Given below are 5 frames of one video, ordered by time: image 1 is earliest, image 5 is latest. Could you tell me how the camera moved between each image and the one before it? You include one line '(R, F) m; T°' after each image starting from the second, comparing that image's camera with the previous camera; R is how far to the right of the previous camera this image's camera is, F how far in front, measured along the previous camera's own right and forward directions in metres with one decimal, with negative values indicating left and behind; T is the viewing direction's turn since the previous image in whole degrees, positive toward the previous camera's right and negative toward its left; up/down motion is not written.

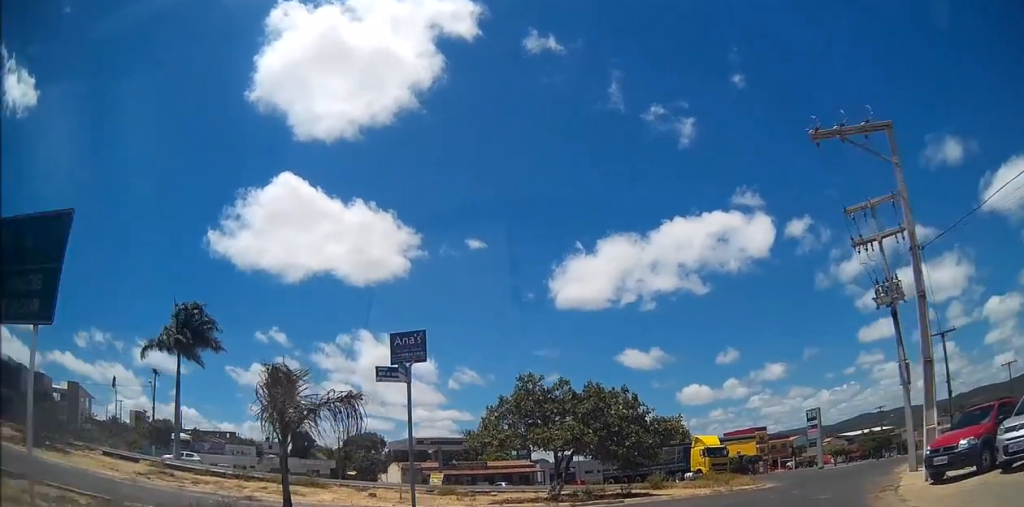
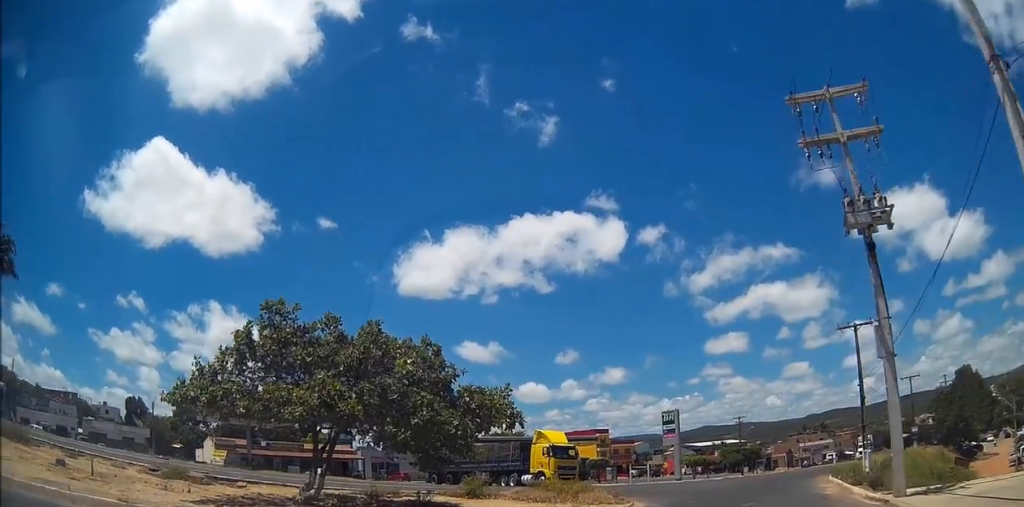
(+1.4, +9.2) m; +15°
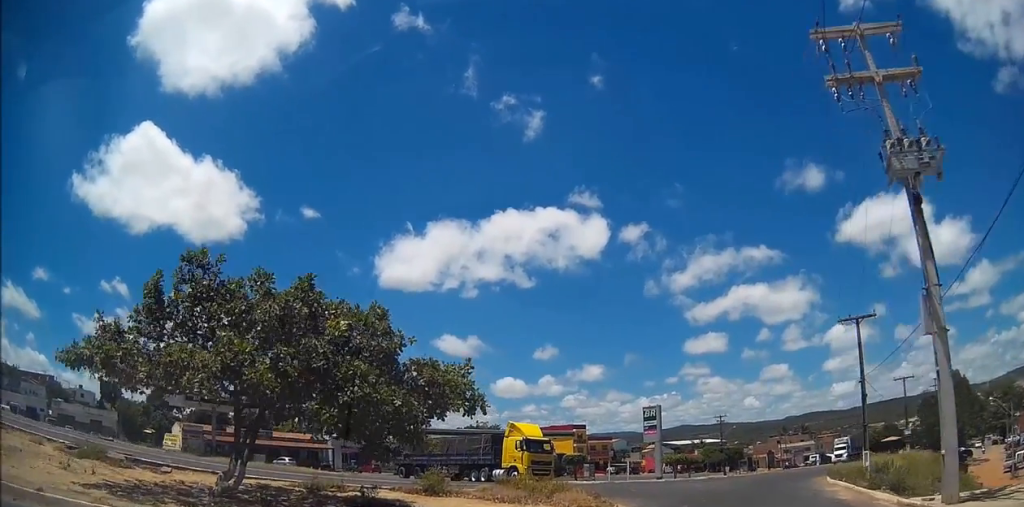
(0.0, +3.1) m; +4°
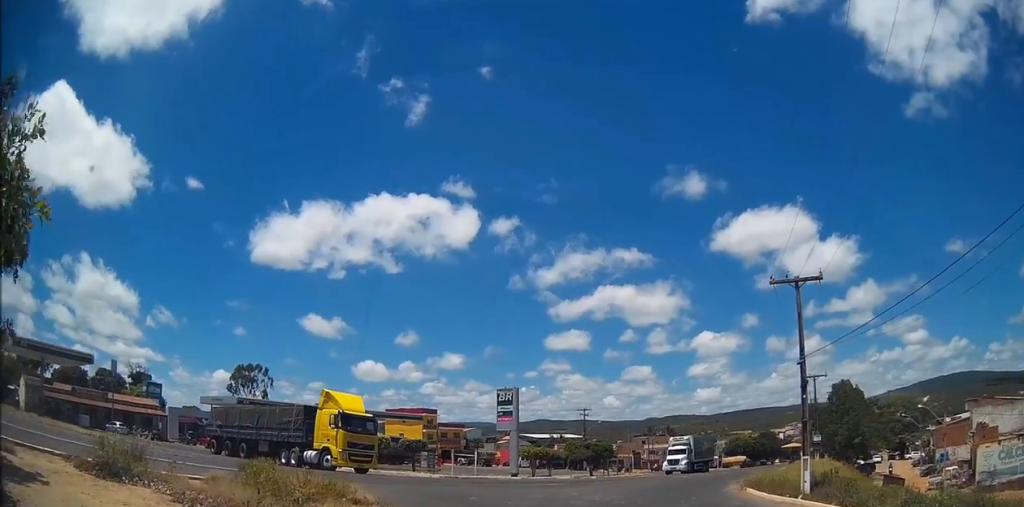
(+0.9, +9.9) m; +7°
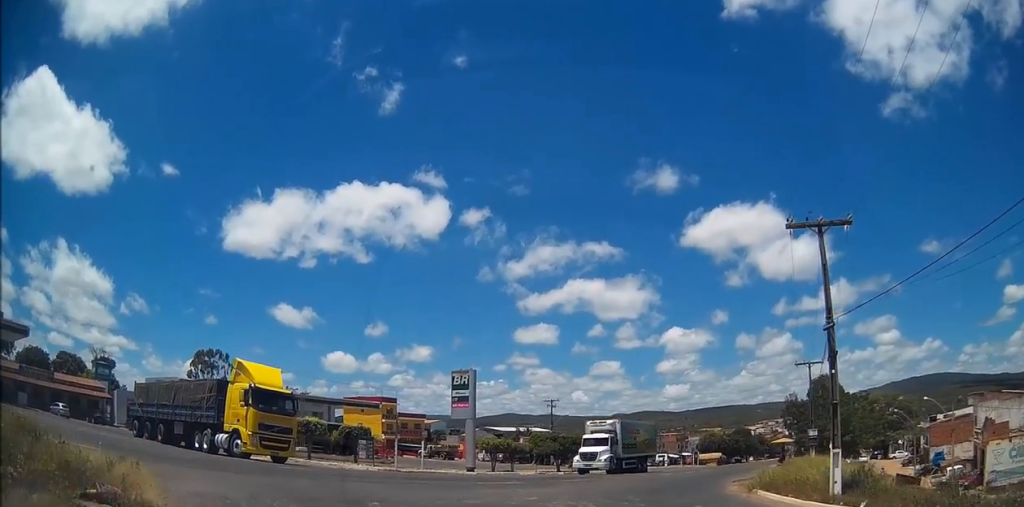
(+0.1, +6.2) m; +3°
